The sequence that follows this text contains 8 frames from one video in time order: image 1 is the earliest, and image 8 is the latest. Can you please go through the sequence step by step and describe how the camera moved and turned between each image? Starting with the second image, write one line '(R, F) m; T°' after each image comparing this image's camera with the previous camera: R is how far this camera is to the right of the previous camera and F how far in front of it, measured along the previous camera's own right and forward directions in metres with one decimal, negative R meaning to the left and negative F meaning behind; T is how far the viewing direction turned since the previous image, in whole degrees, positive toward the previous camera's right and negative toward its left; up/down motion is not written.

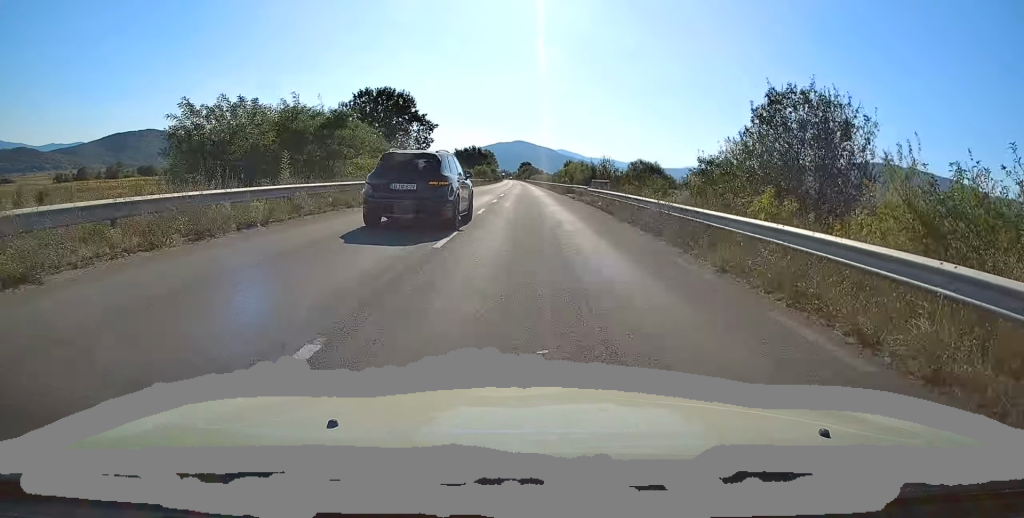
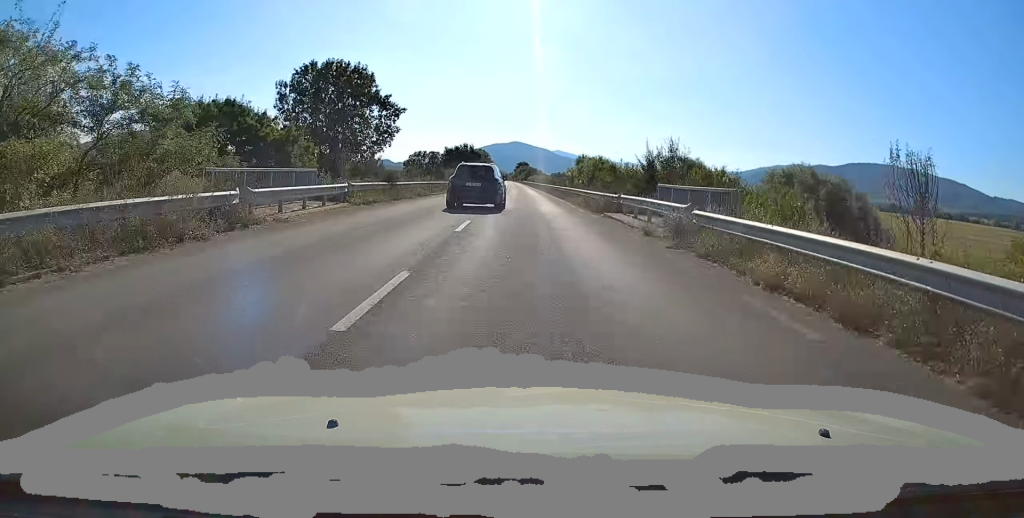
(+0.3, +23.5) m; 0°
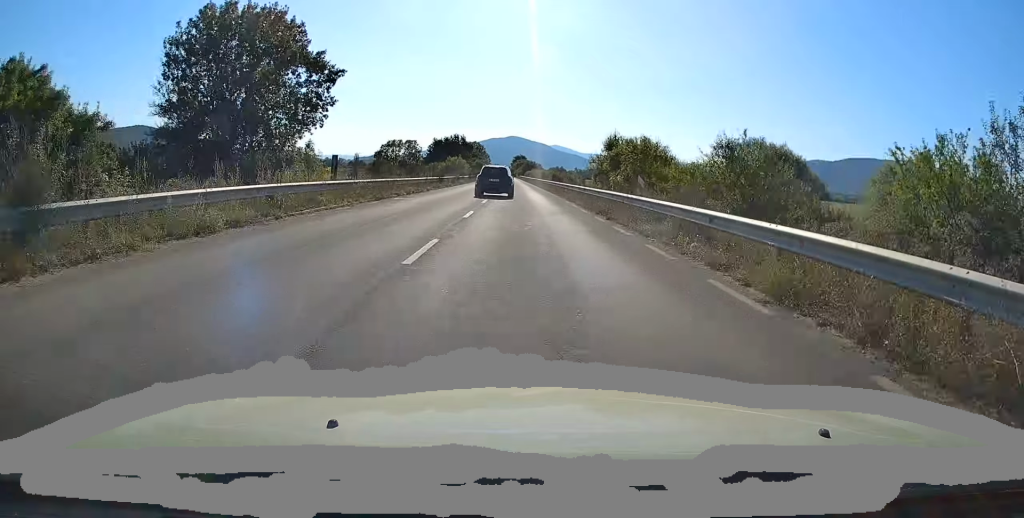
(-0.2, +23.4) m; -1°
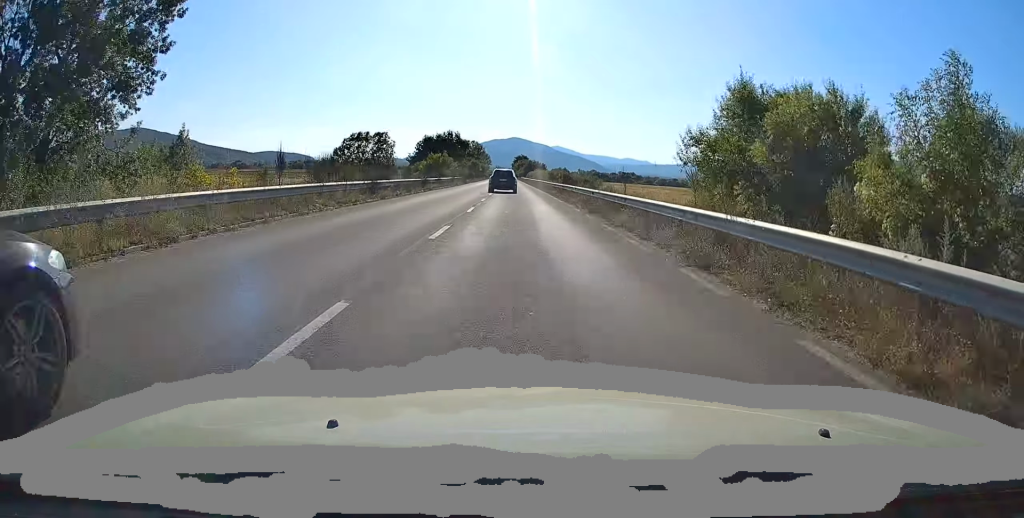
(-0.1, +23.4) m; 0°
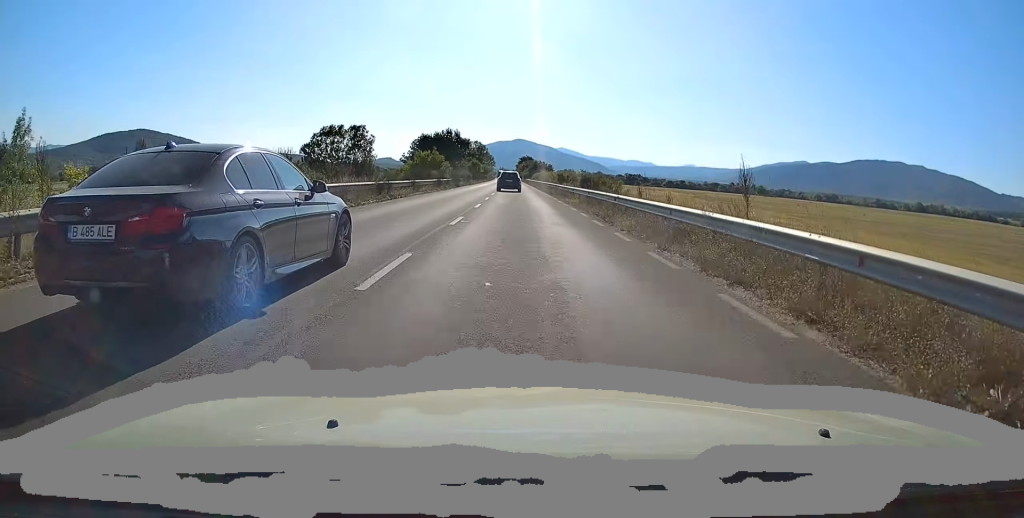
(+0.1, +14.1) m; 0°
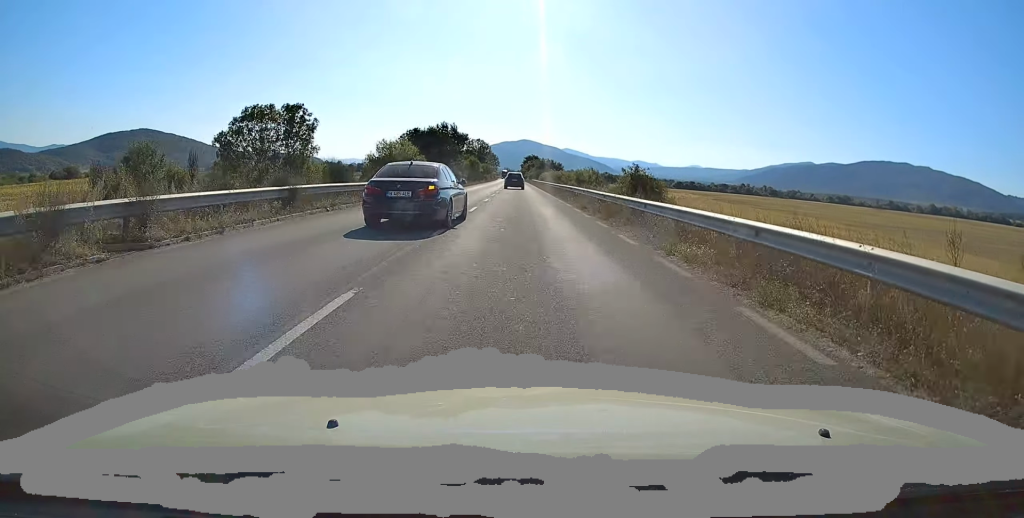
(+0.2, +21.1) m; 0°
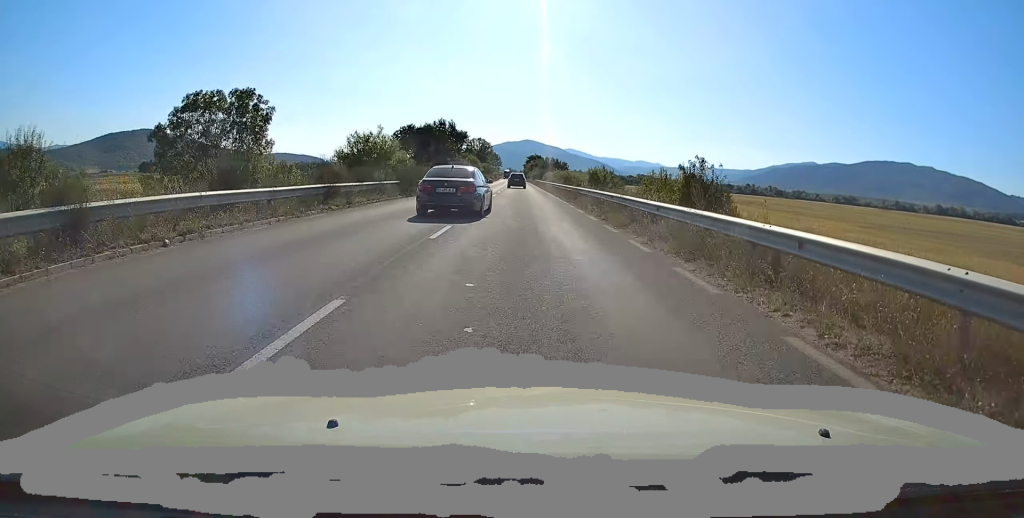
(-0.1, +9.4) m; -1°
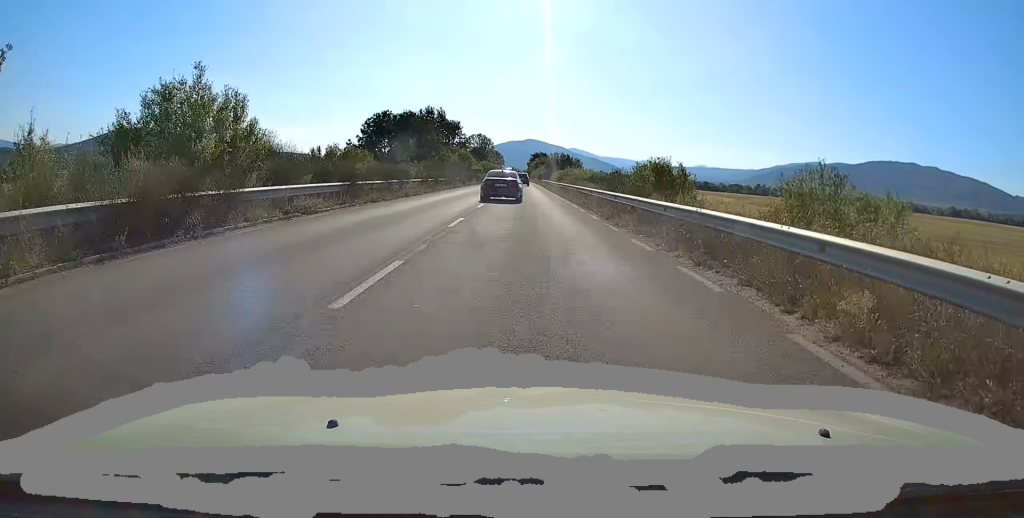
(-0.5, +24.5) m; -1°
